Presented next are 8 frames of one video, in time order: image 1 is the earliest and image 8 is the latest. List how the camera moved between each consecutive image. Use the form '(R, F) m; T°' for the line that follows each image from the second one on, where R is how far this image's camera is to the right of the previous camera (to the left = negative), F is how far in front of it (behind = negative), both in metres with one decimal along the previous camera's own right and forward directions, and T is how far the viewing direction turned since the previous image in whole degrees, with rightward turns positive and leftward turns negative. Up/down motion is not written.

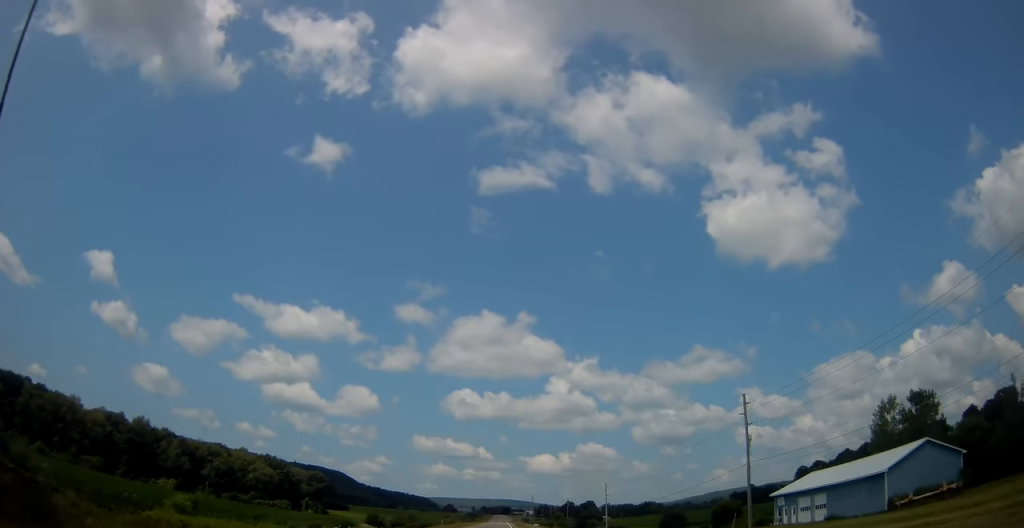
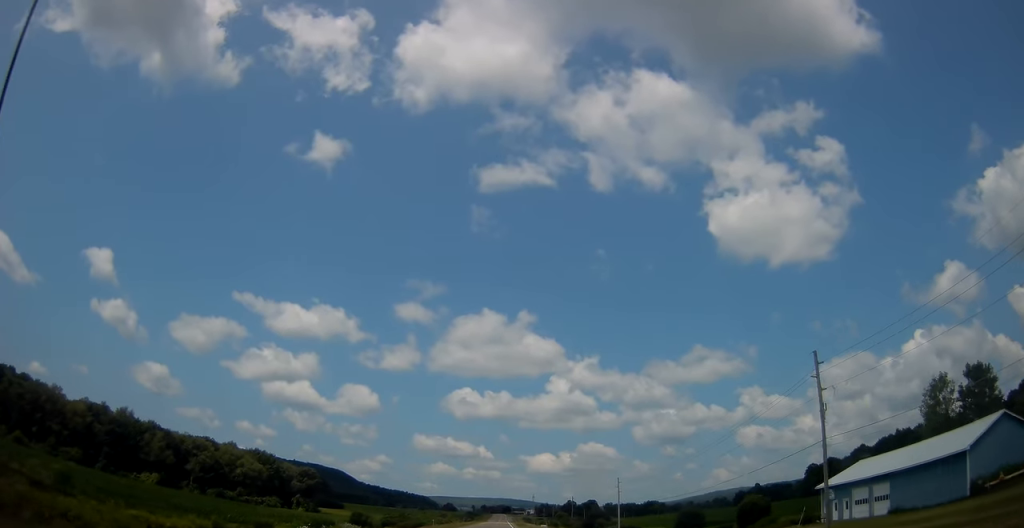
(+0.1, +11.8) m; -1°
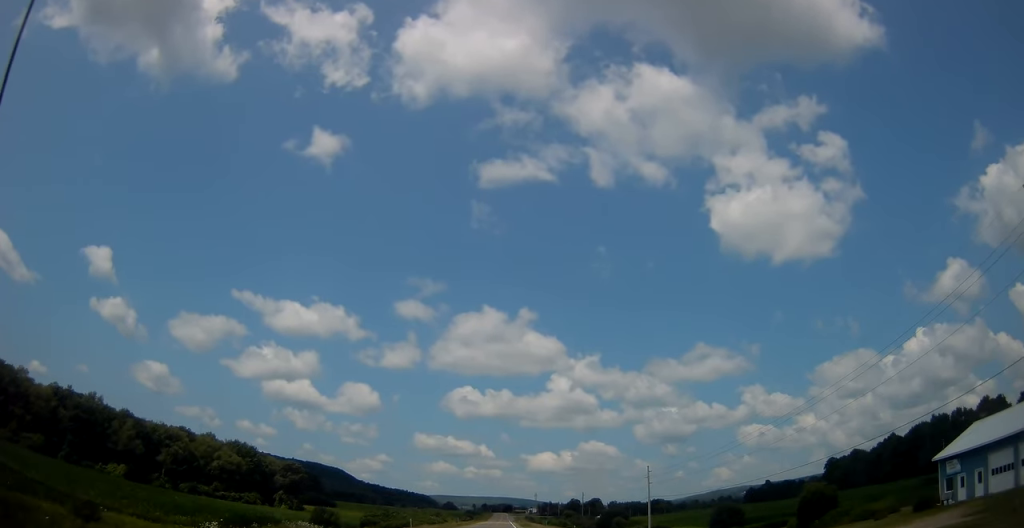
(-0.4, +20.2) m; 0°
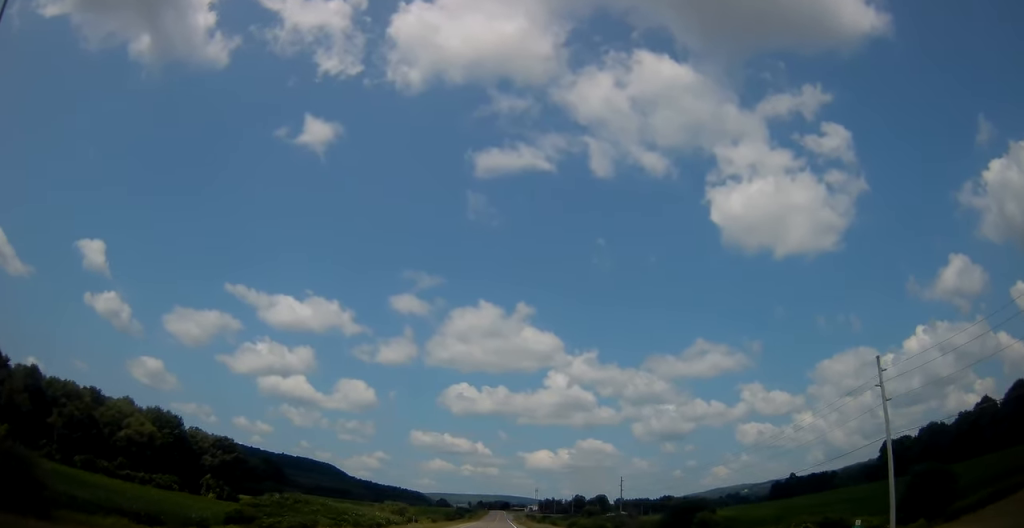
(+0.7, +54.6) m; +1°
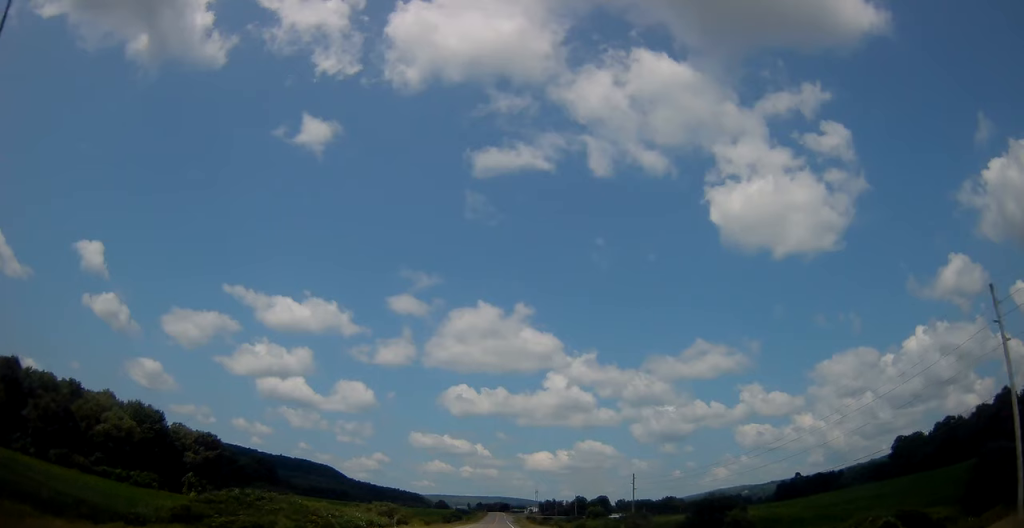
(0.0, +10.3) m; 0°
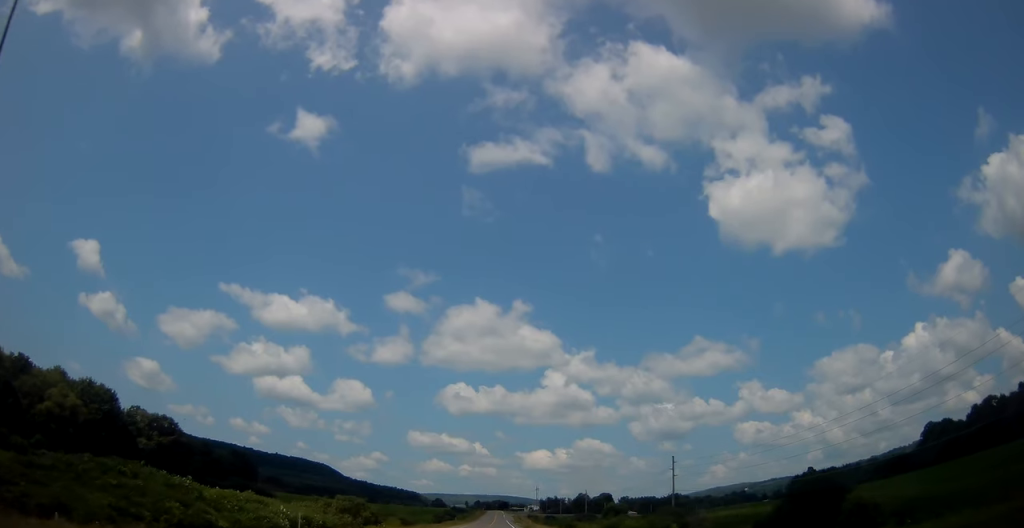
(0.0, +23.1) m; 0°
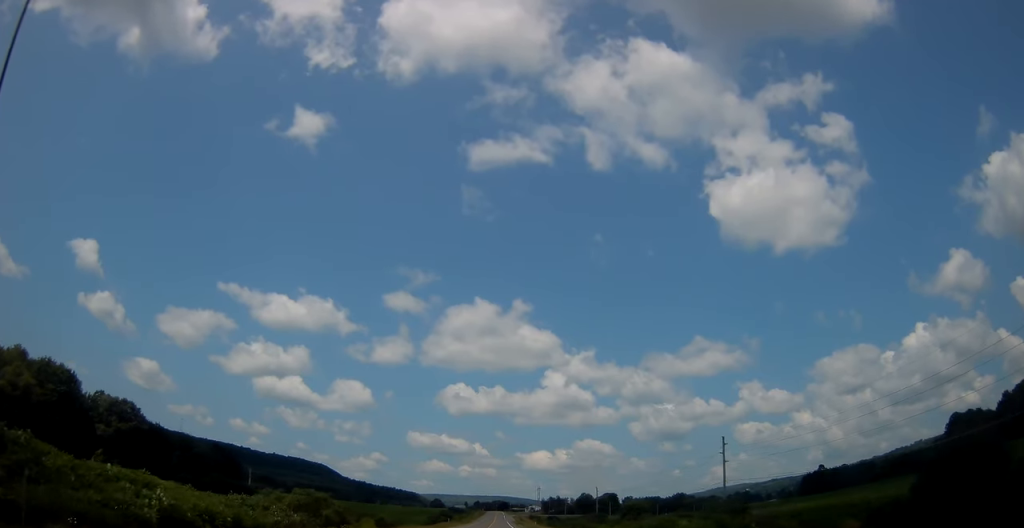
(-0.1, +17.2) m; 0°
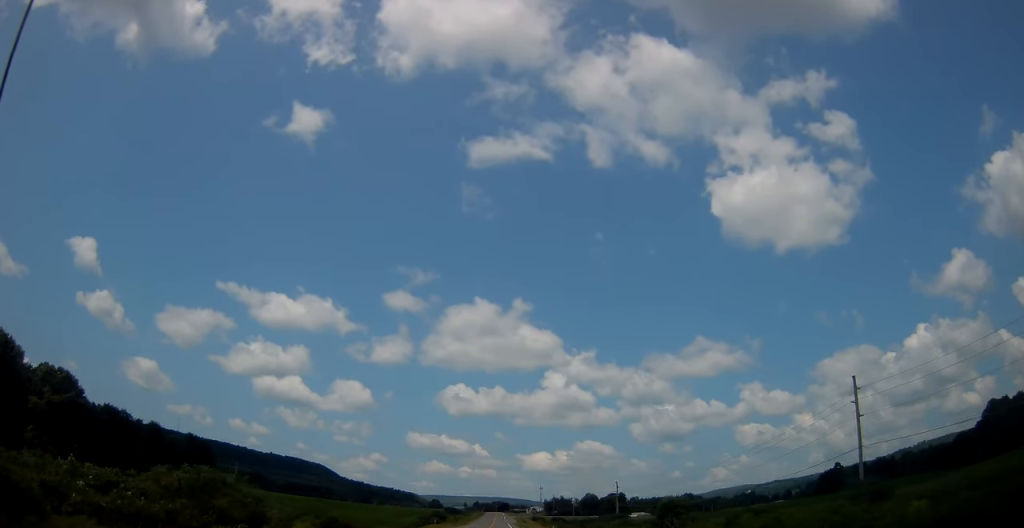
(0.0, +23.2) m; 0°
